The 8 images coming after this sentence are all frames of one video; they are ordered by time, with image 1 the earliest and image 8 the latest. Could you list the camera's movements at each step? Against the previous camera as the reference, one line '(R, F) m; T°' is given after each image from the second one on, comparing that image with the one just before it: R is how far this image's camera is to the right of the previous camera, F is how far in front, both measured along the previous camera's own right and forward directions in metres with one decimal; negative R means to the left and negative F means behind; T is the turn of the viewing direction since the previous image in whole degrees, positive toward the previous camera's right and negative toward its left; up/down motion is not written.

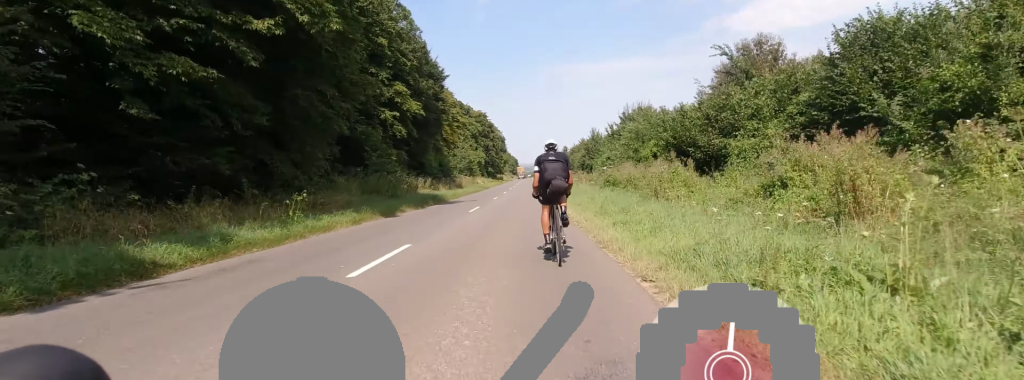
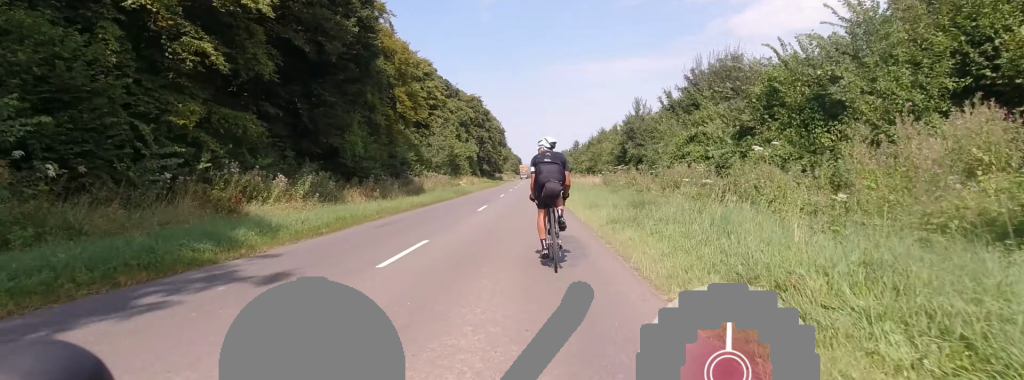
(+1.7, +23.7) m; +1°
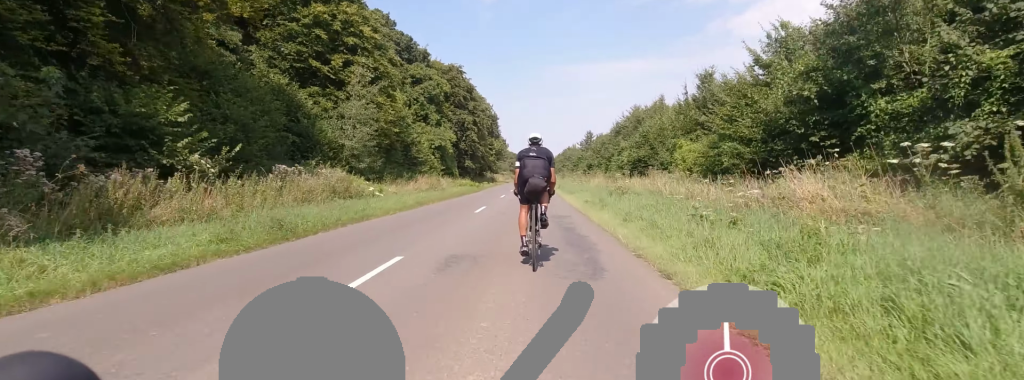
(-1.9, +27.6) m; -4°
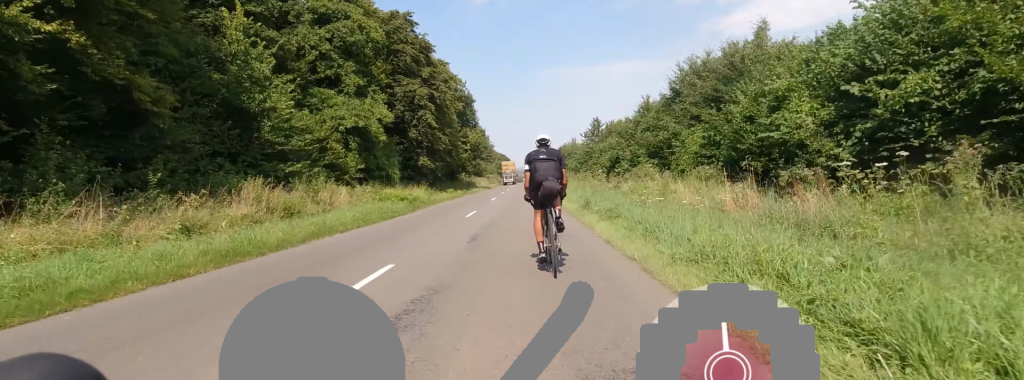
(+0.4, +24.2) m; 0°
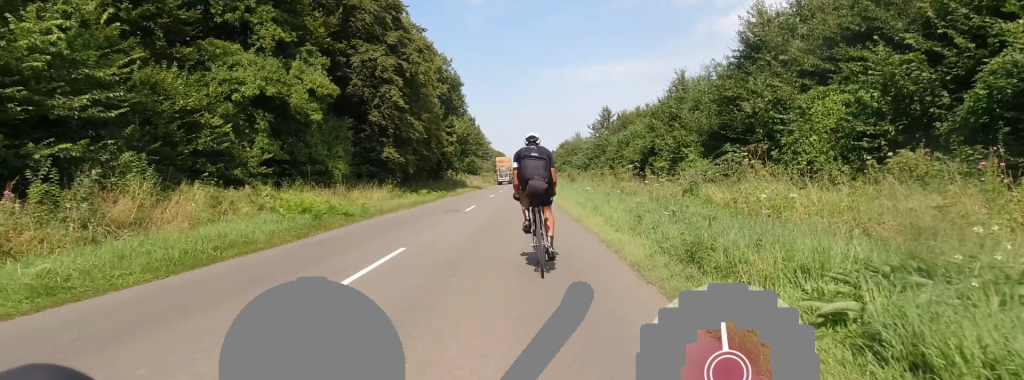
(-0.1, +10.9) m; +1°
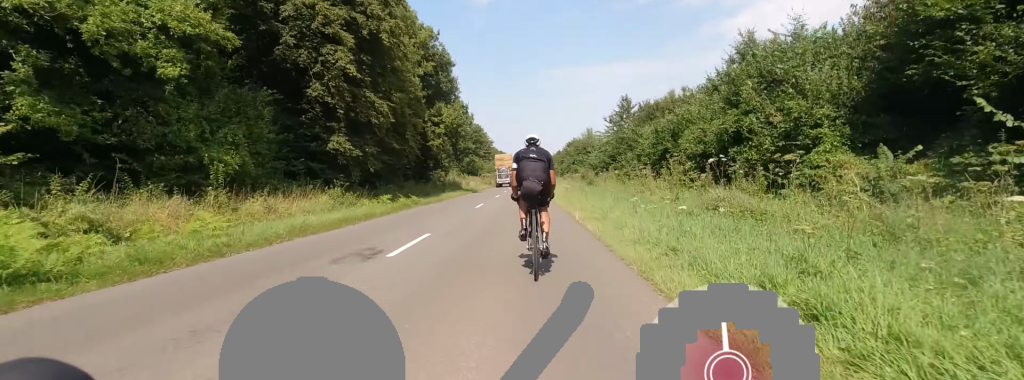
(+0.4, +10.5) m; +2°
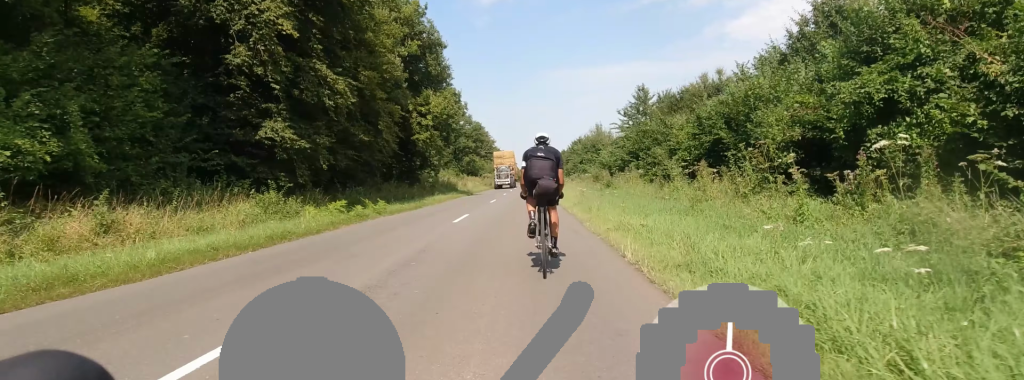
(0.0, +7.2) m; 0°
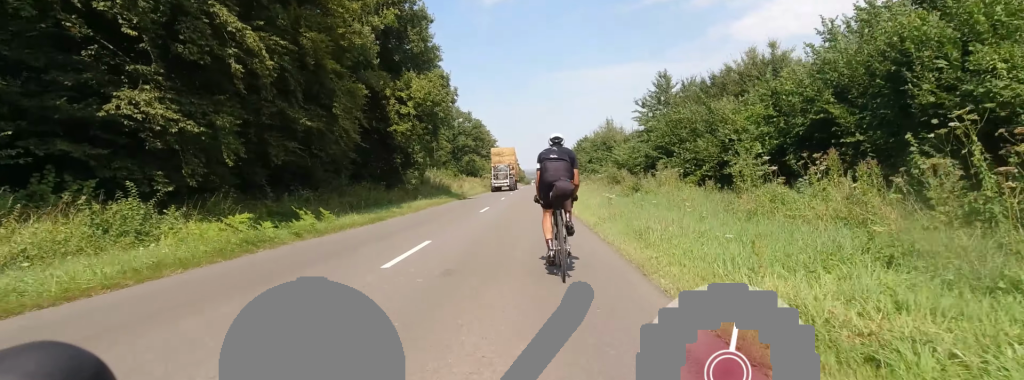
(0.0, +7.3) m; 0°
